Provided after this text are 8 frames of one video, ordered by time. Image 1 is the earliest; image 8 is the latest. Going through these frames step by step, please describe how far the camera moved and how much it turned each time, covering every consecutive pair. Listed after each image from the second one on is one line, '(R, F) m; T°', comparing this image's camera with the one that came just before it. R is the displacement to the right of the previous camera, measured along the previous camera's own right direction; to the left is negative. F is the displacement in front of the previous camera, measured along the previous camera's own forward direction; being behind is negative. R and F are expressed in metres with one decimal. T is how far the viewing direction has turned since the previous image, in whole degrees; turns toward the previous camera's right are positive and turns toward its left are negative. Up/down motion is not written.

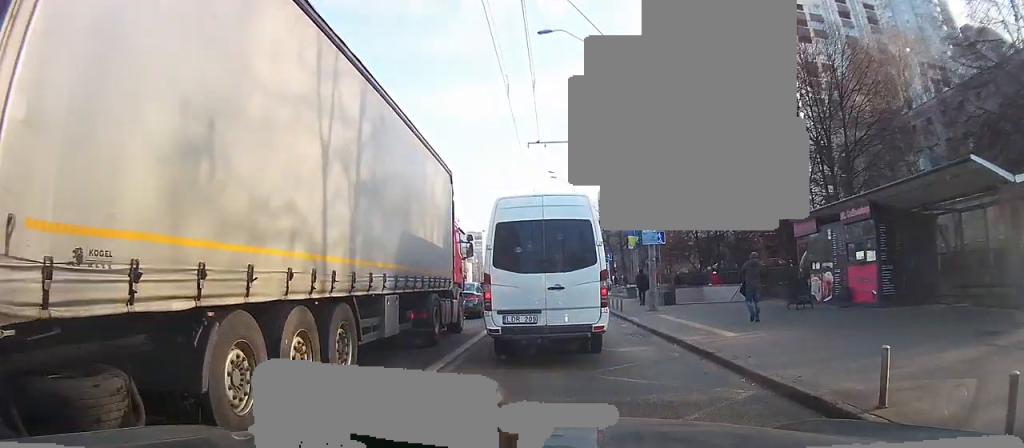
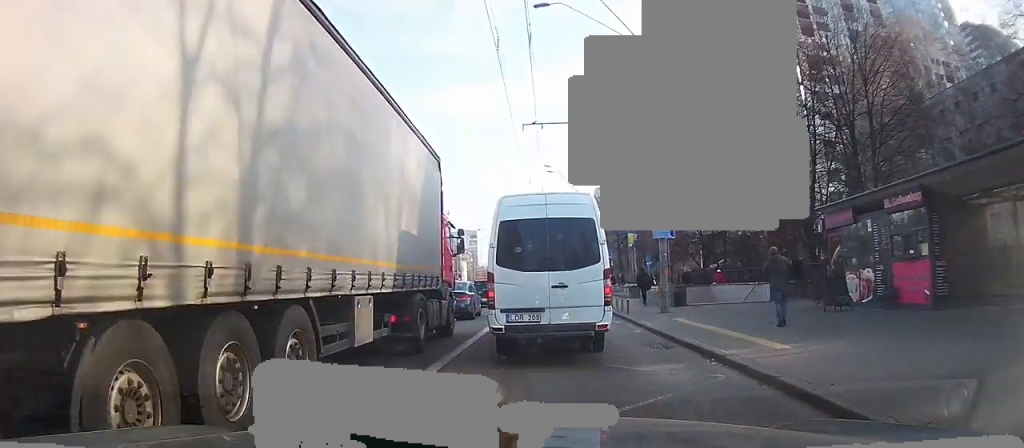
(0.0, +2.7) m; 0°
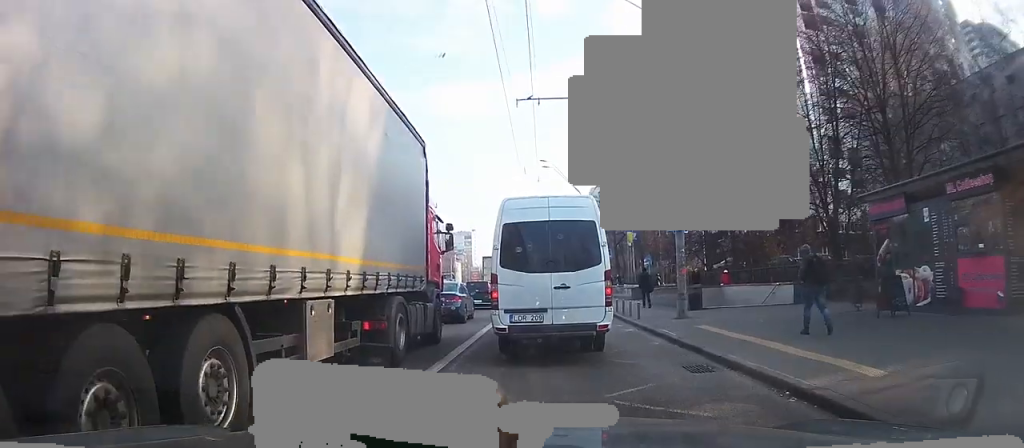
(+0.1, +3.1) m; +1°
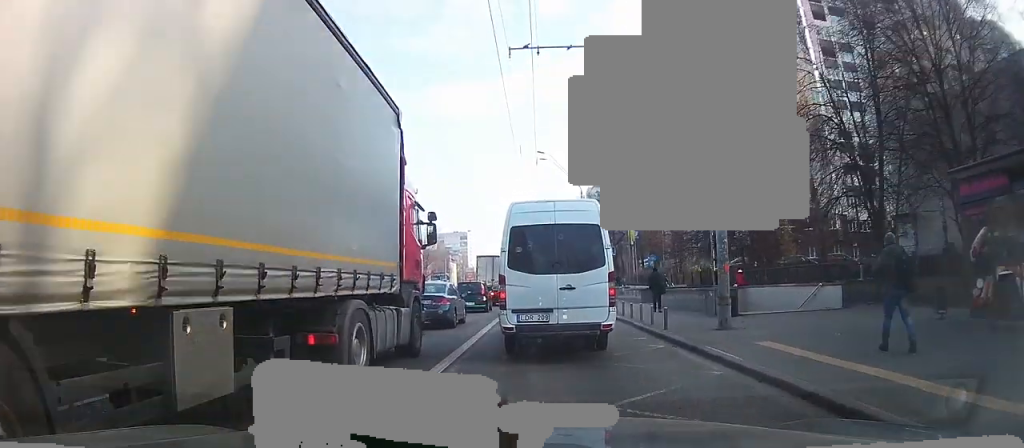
(0.0, +4.4) m; 0°
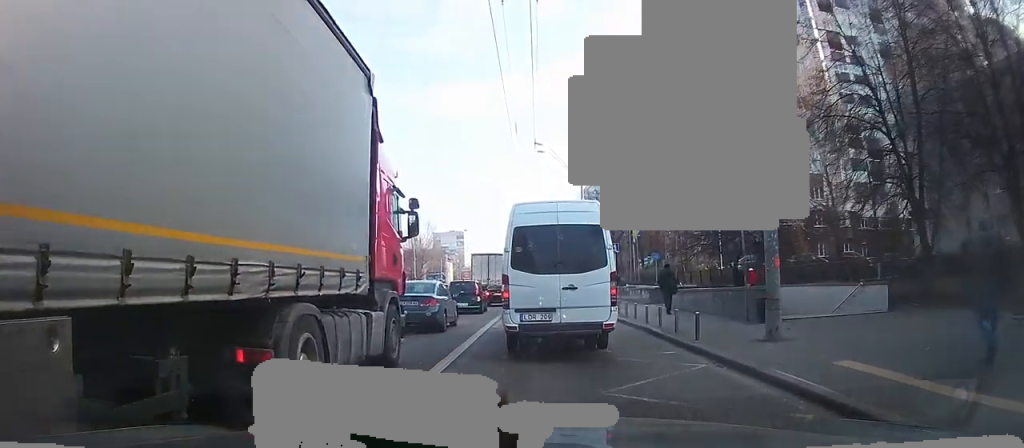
(0.0, +3.1) m; 0°
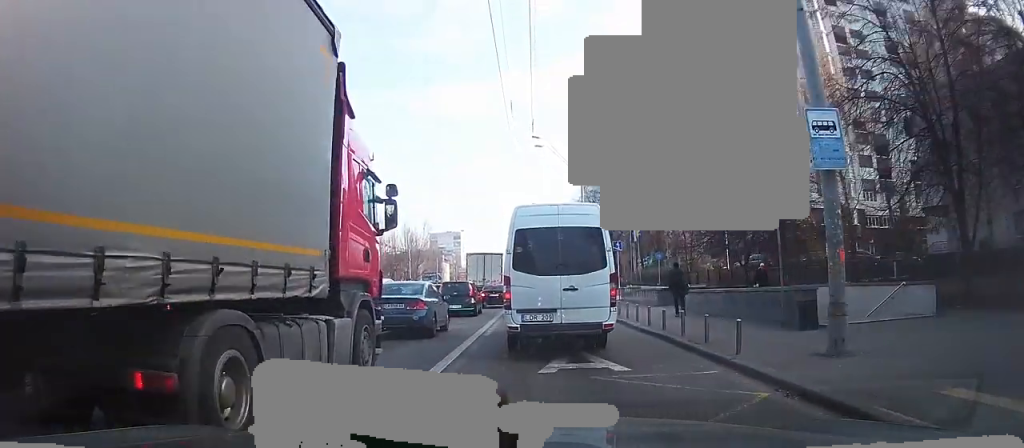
(0.0, +2.6) m; 0°
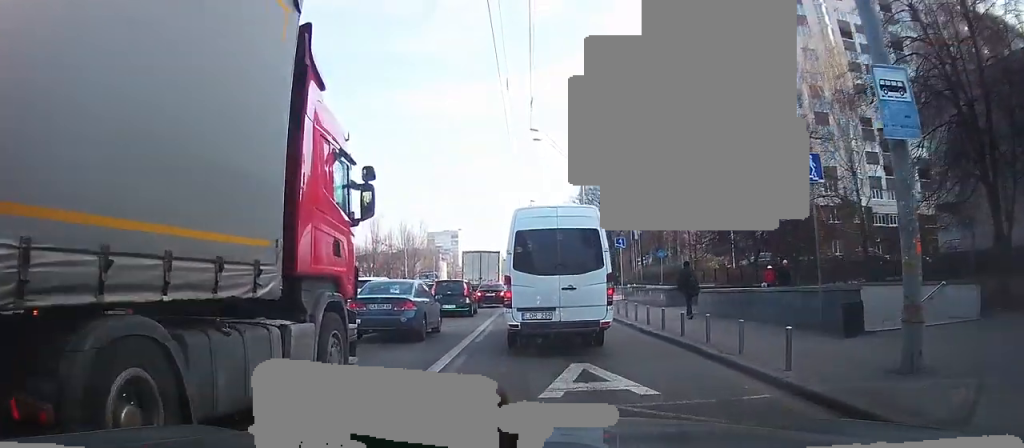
(0.0, +2.0) m; 0°
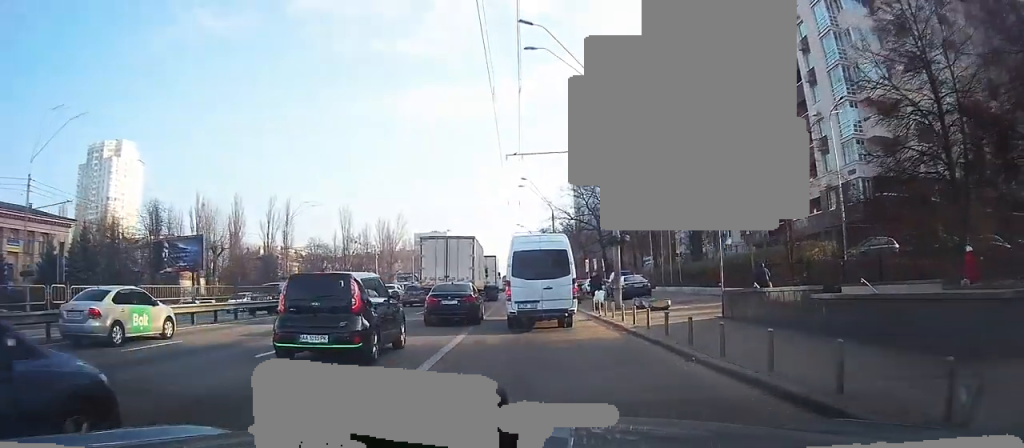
(+0.6, +20.9) m; +3°
